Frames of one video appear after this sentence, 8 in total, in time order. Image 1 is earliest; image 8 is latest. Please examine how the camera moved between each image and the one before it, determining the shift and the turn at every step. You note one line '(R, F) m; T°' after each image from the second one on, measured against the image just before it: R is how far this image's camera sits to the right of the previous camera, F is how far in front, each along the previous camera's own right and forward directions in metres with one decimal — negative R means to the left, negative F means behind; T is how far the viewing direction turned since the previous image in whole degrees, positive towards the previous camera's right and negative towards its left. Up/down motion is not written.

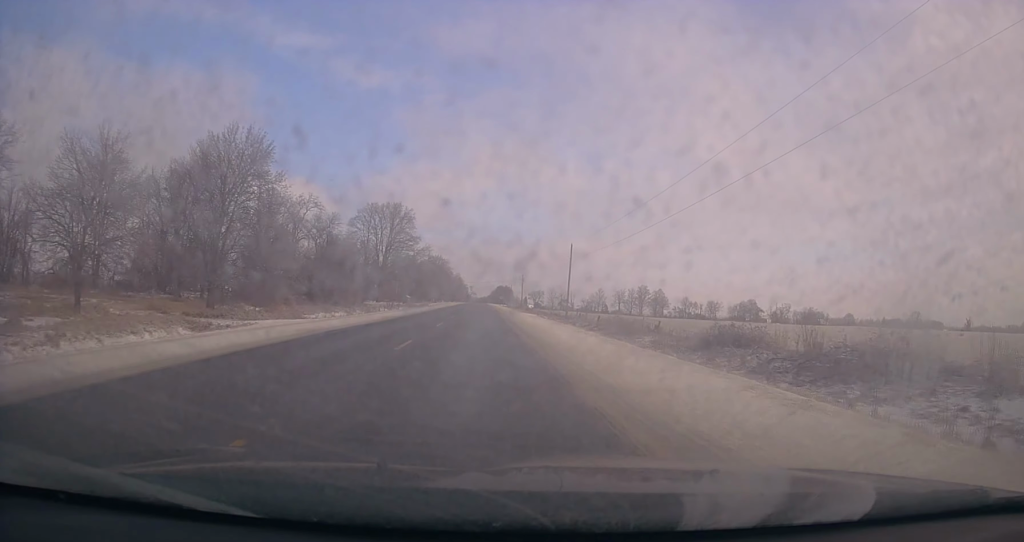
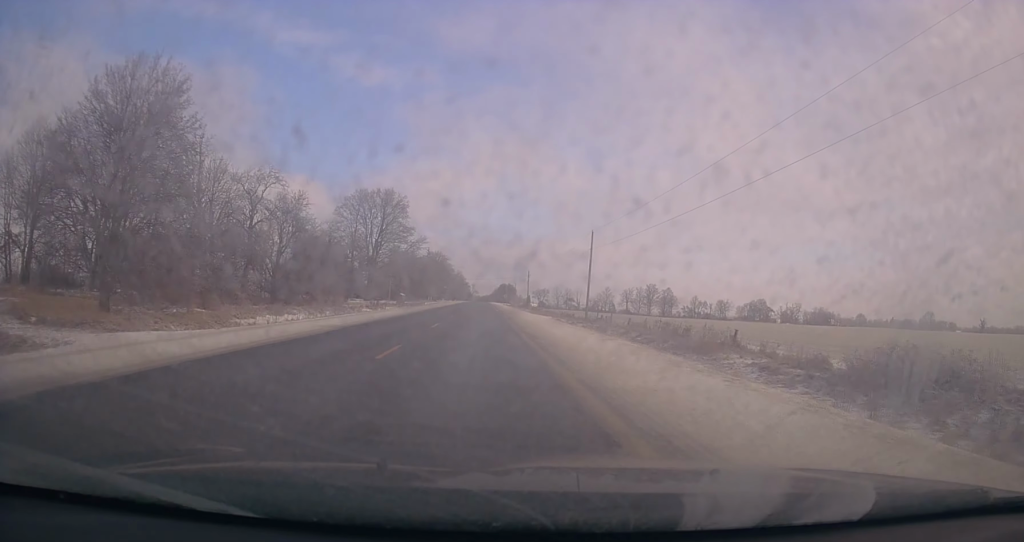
(+0.3, +14.3) m; 0°
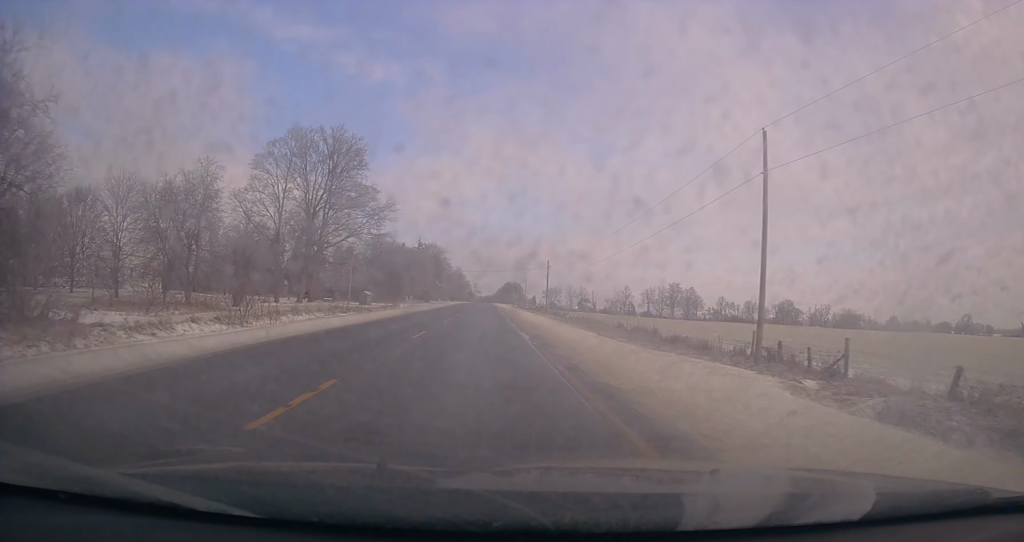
(-0.6, +43.4) m; 0°
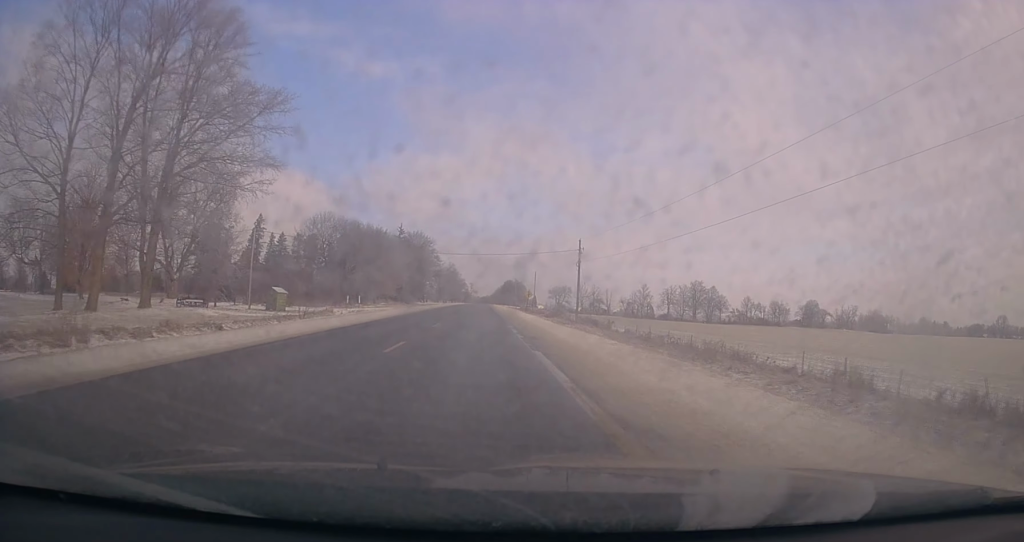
(+0.2, +41.5) m; 0°
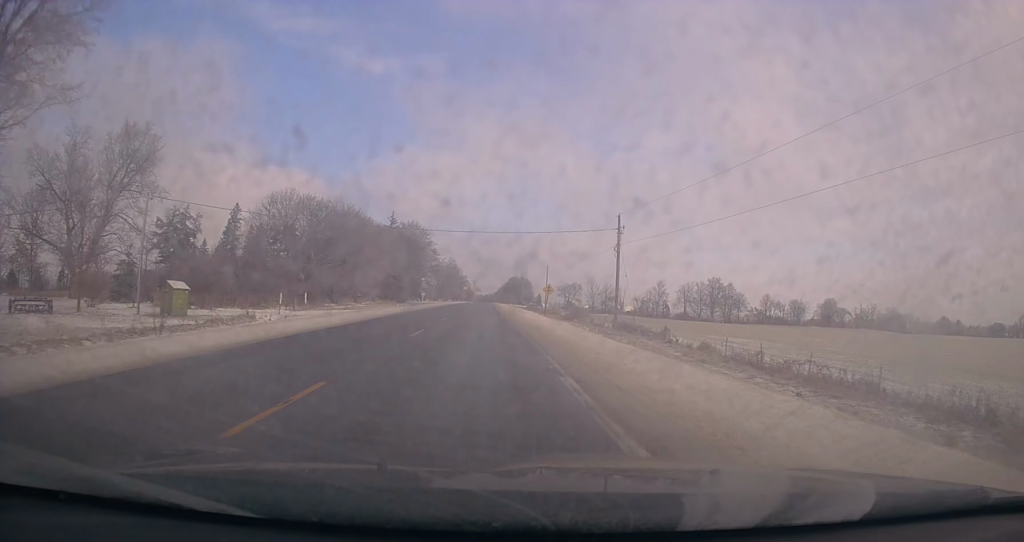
(-0.1, +20.0) m; 0°
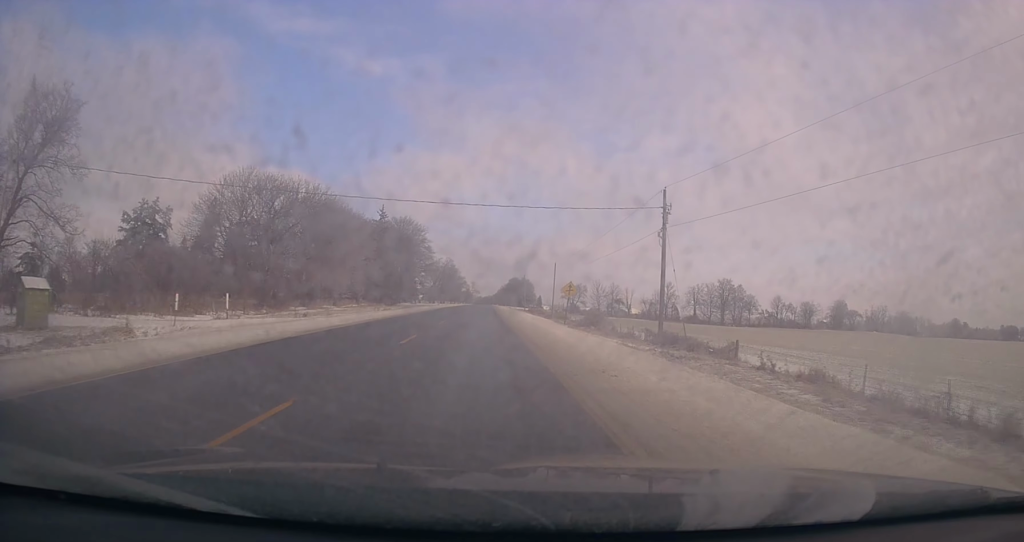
(0.0, +13.9) m; 0°
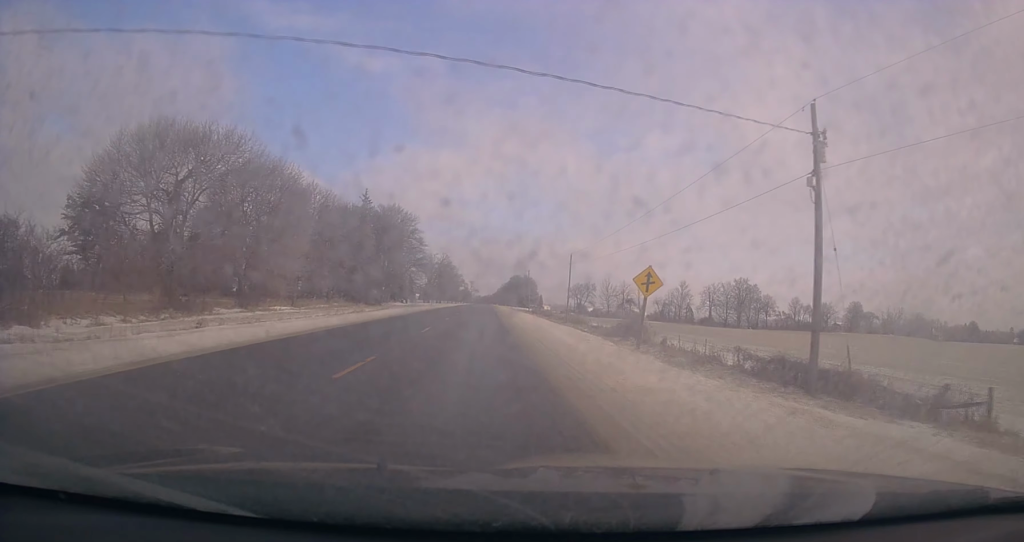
(+0.2, +18.6) m; 0°
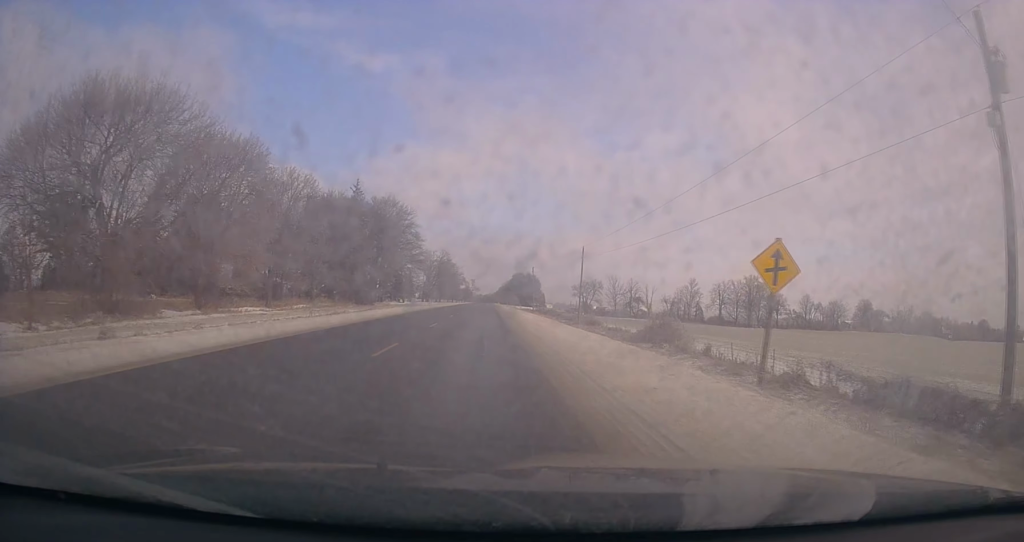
(-0.1, +9.2) m; 0°
